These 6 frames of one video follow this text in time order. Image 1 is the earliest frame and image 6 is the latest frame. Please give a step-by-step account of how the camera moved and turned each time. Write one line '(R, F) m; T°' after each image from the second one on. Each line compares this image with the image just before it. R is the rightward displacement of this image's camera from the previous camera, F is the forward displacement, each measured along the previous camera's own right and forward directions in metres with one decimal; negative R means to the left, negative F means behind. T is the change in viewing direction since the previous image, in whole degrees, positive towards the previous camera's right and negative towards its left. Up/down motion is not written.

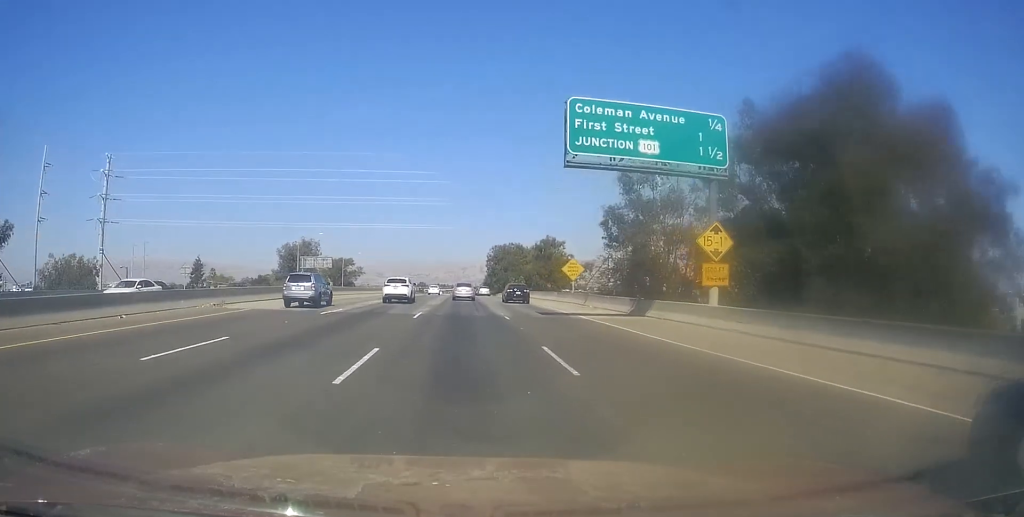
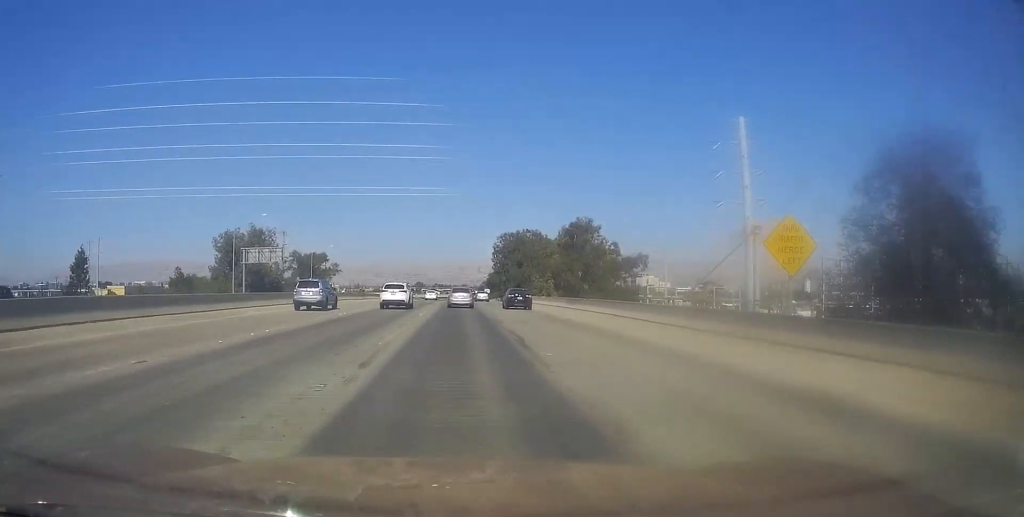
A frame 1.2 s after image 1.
(+0.1, +35.5) m; -1°
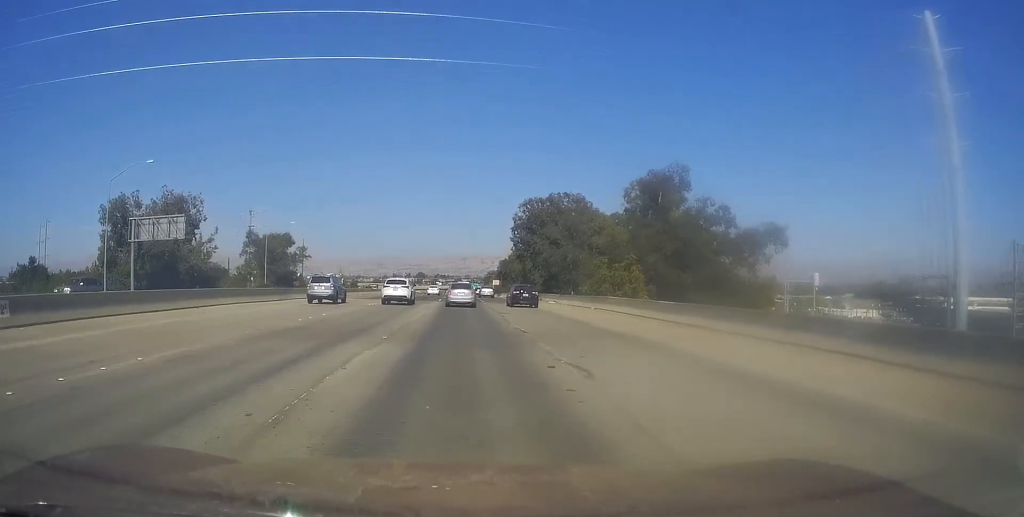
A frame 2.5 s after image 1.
(0.0, +37.3) m; 0°
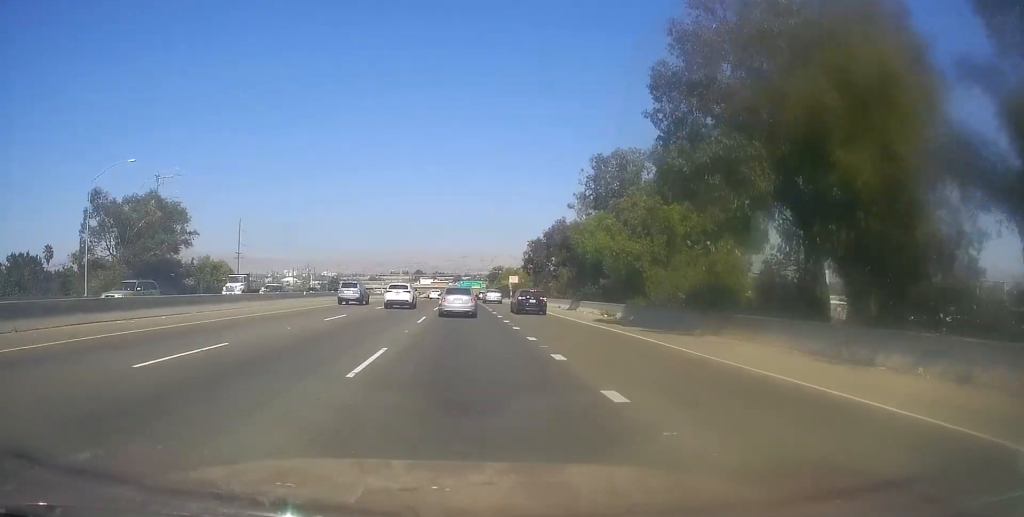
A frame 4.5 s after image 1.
(-0.5, +58.7) m; 0°
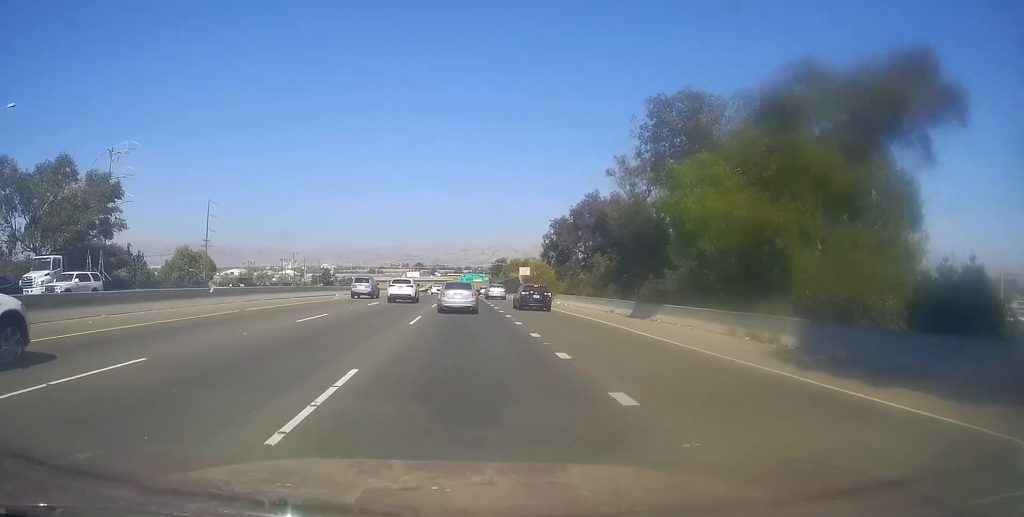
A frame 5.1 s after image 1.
(+0.1, +19.2) m; 0°
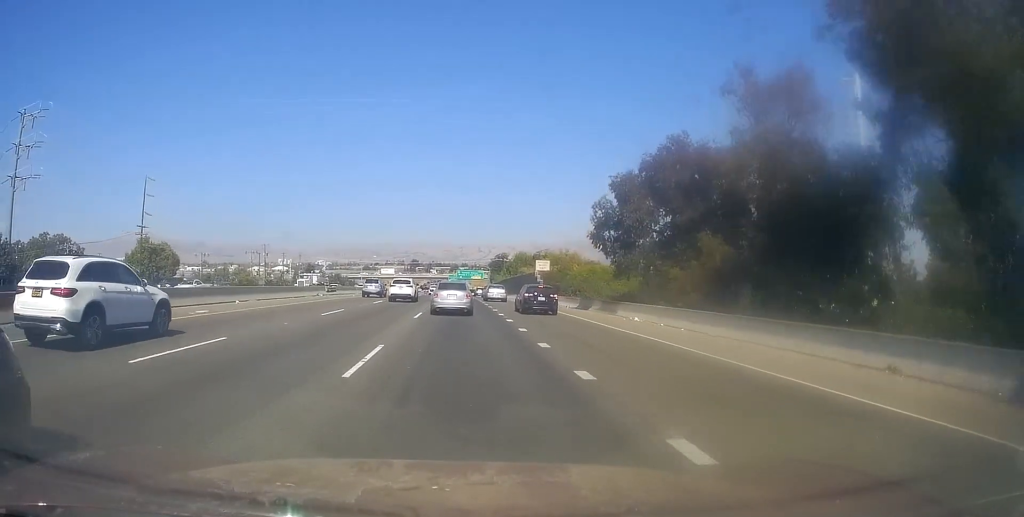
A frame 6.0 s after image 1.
(-0.1, +25.8) m; 0°
